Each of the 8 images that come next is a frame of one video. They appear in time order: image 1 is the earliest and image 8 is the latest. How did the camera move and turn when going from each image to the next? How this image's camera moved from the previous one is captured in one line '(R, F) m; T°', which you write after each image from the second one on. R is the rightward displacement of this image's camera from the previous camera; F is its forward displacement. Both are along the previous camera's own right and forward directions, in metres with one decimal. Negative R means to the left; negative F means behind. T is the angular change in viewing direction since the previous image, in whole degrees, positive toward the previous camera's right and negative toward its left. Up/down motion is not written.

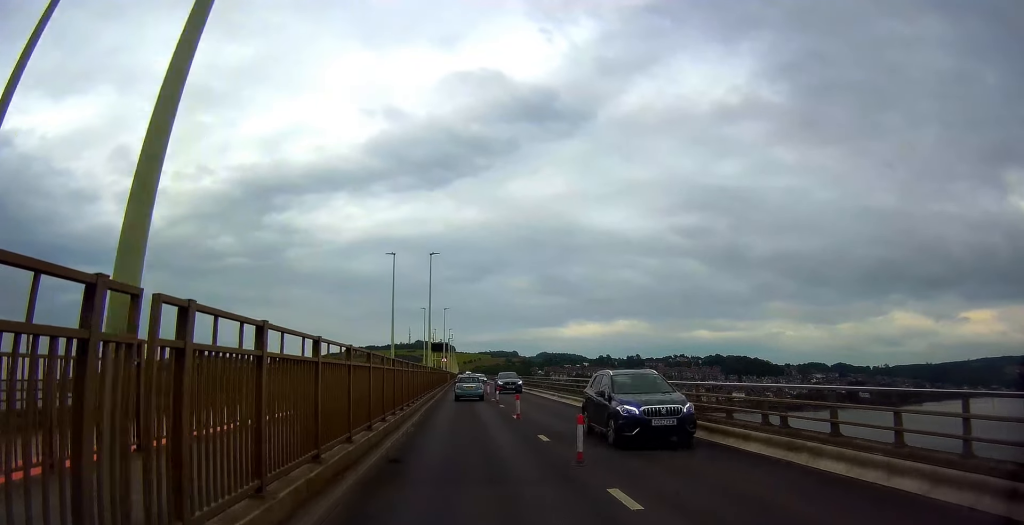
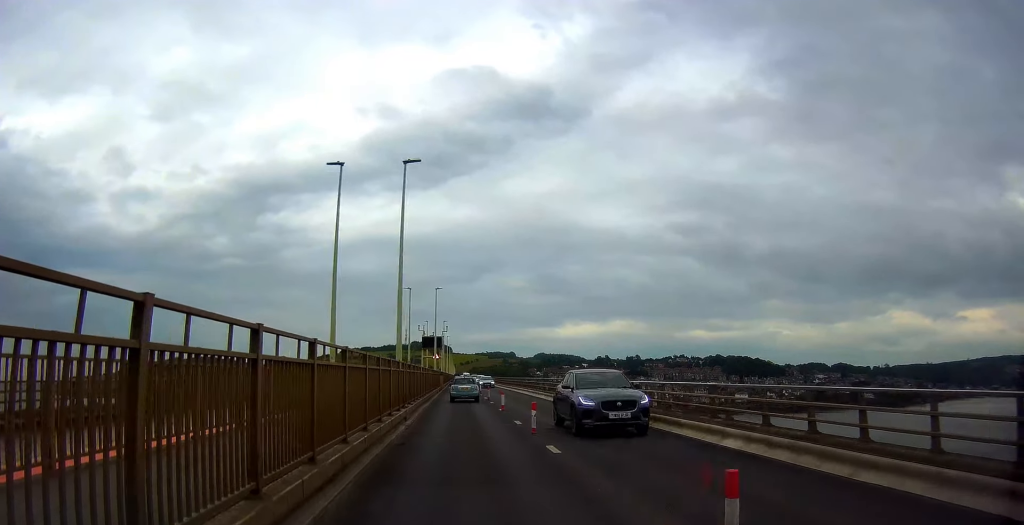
(+0.3, +16.2) m; -1°
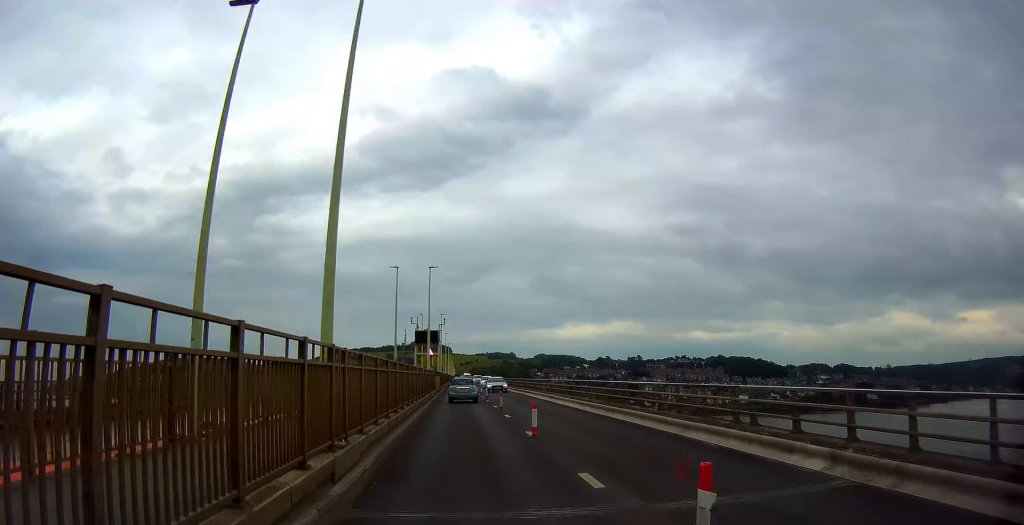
(-0.3, +10.5) m; 0°
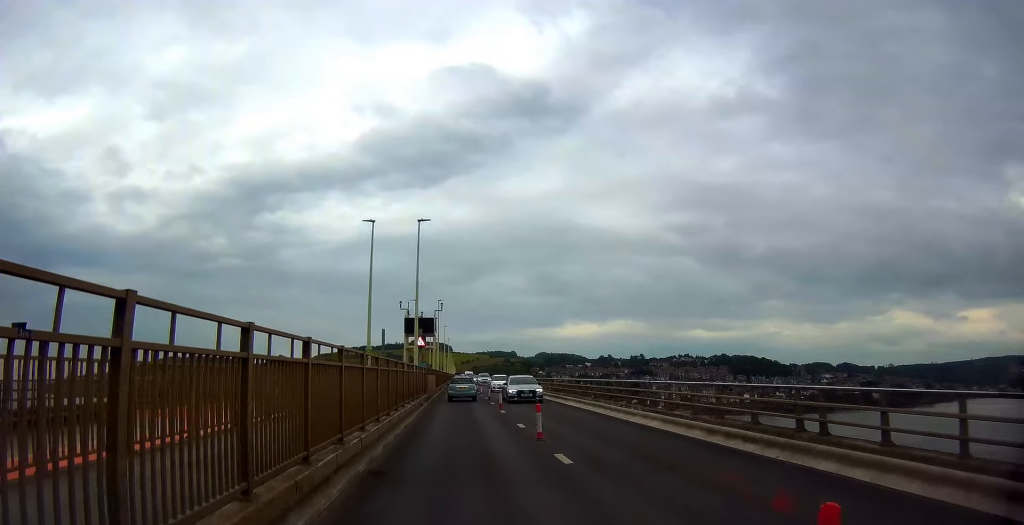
(+0.3, +12.0) m; +1°
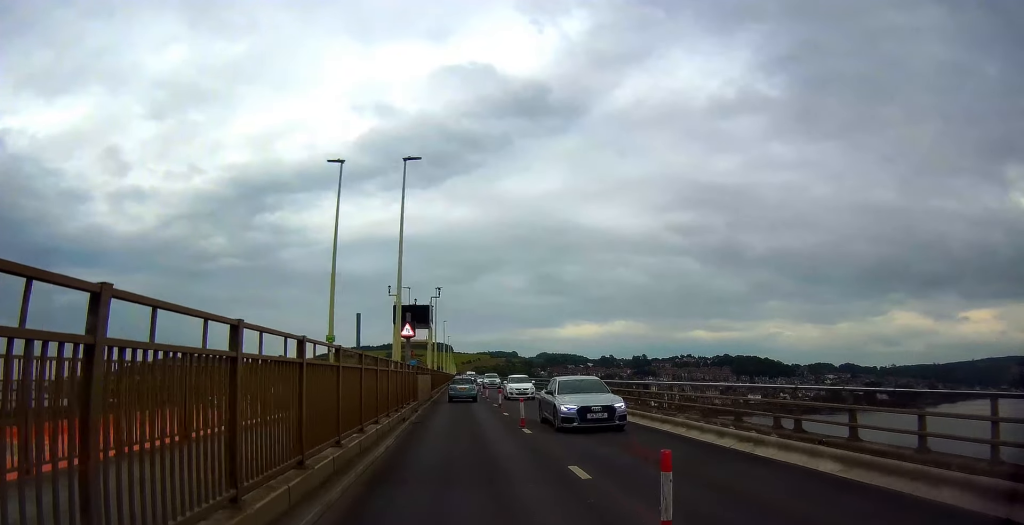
(0.0, +8.7) m; -1°
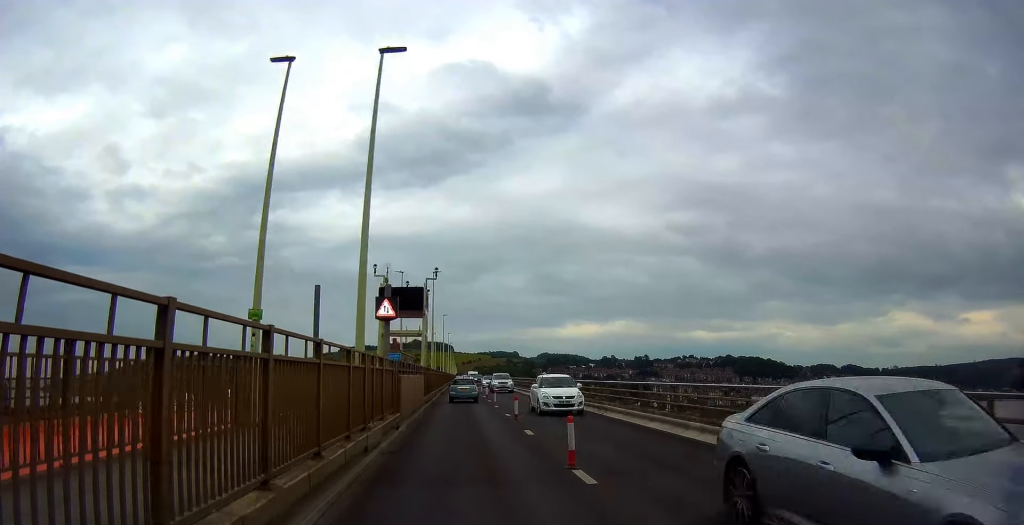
(-0.1, +7.0) m; -2°
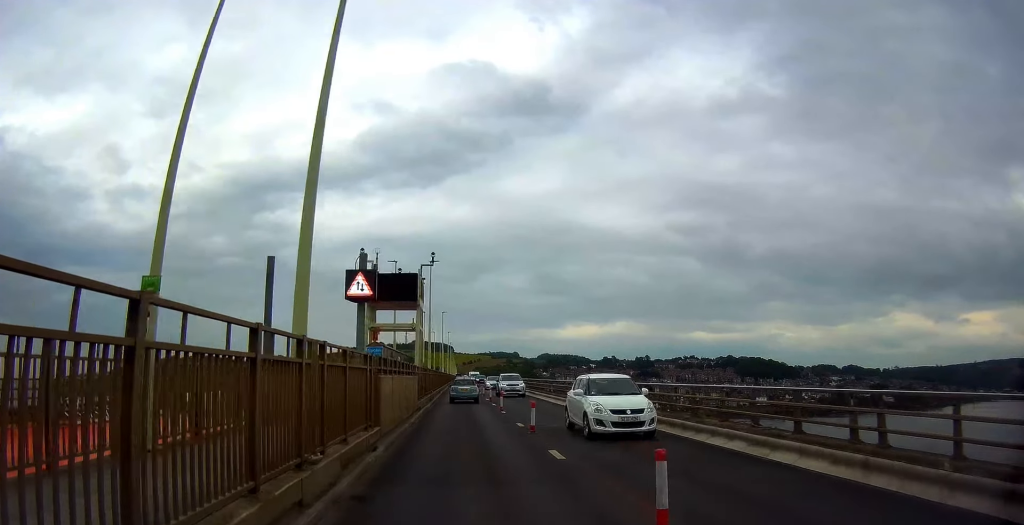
(-0.1, +4.6) m; 0°
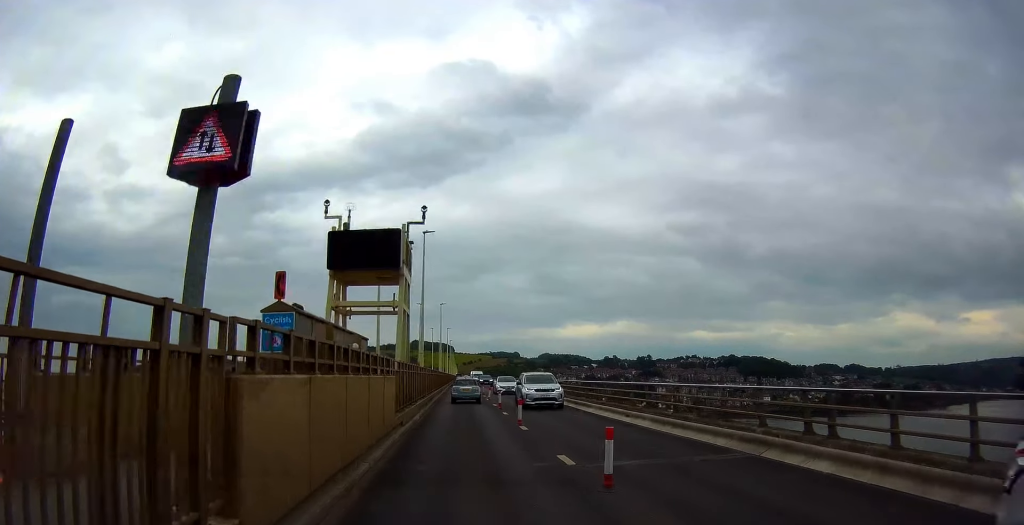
(-0.1, +7.3) m; 0°
